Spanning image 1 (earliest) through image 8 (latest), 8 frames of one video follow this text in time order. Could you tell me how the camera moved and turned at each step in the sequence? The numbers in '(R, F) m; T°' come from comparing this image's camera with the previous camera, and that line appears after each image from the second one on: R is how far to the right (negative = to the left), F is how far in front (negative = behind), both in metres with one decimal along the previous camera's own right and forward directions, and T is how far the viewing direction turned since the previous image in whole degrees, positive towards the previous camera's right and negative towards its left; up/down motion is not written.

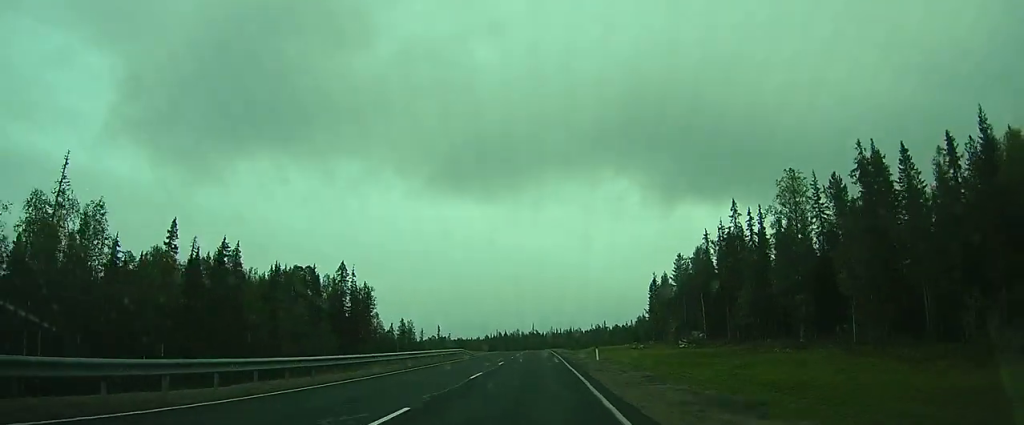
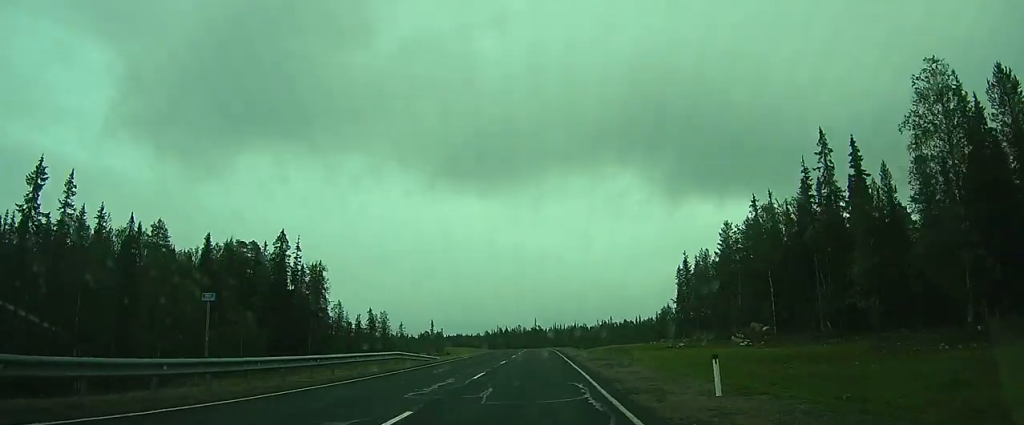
(-0.3, +25.2) m; -1°
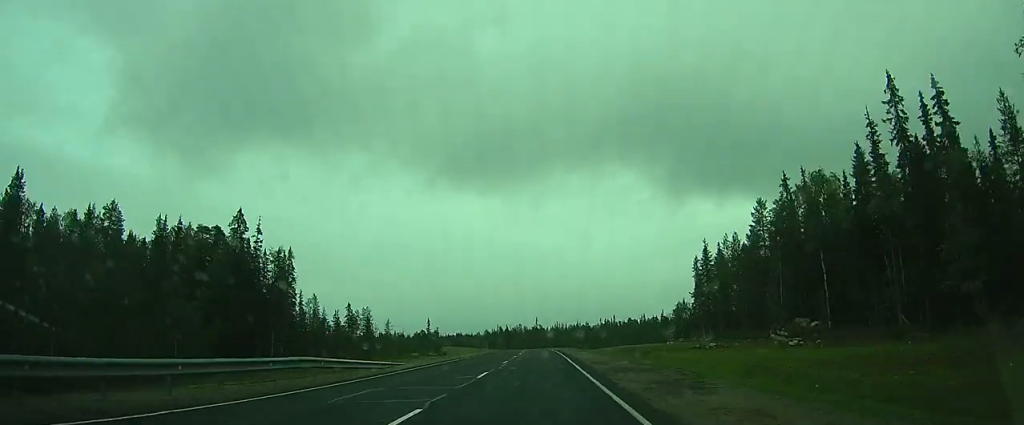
(-0.2, +11.9) m; 0°
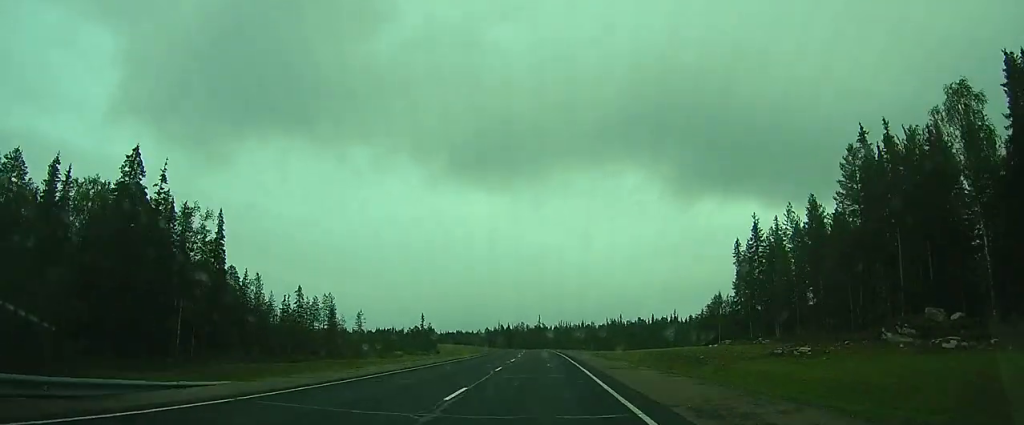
(0.0, +19.7) m; 0°
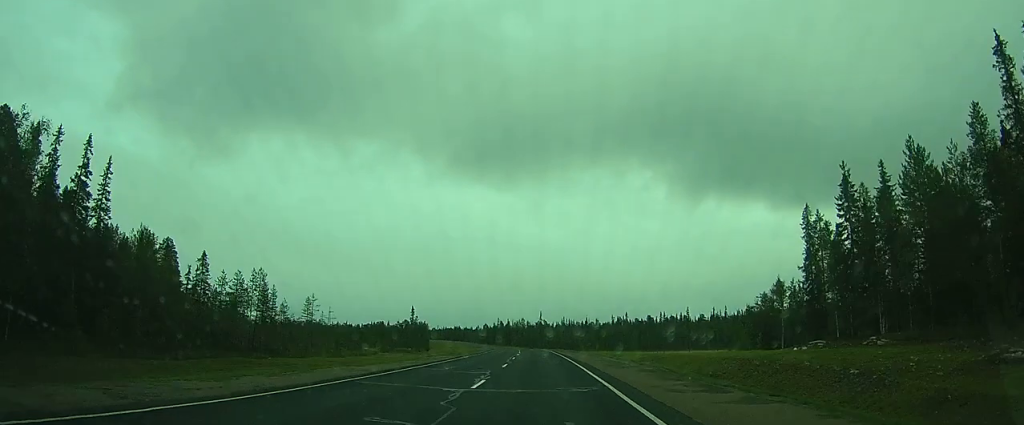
(0.0, +21.3) m; 0°
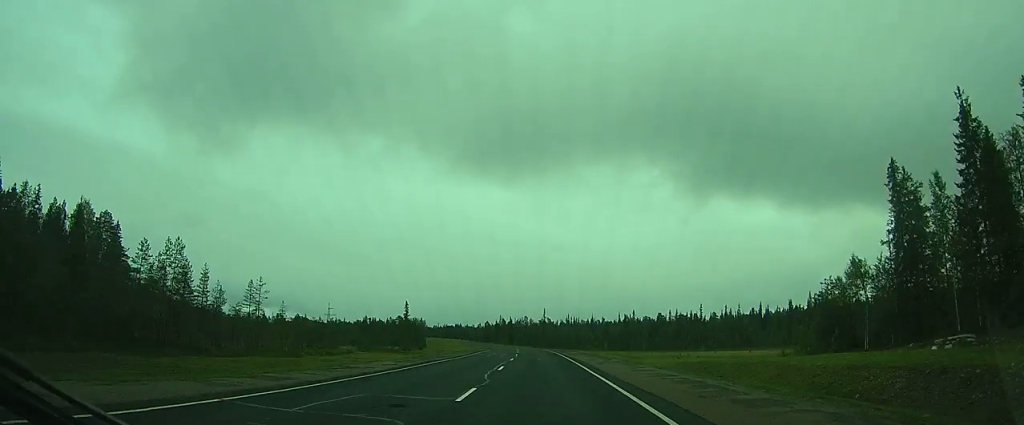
(0.0, +15.8) m; -1°
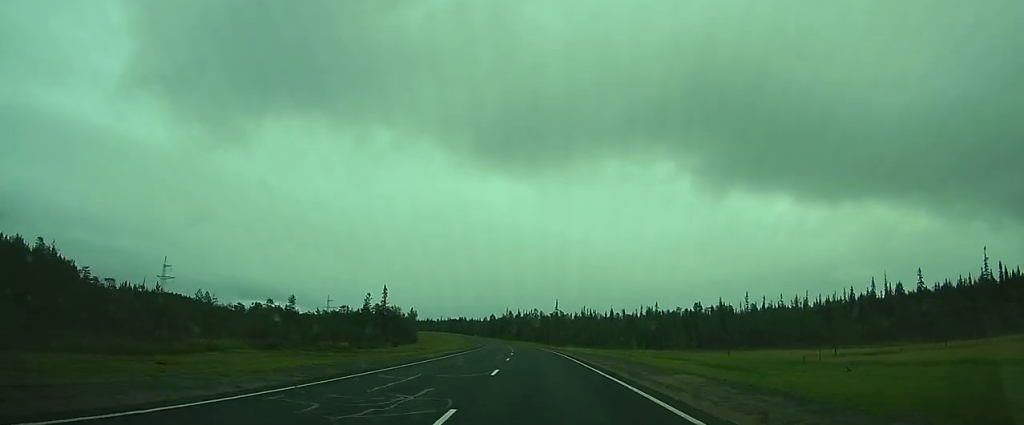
(-0.4, +42.2) m; -1°
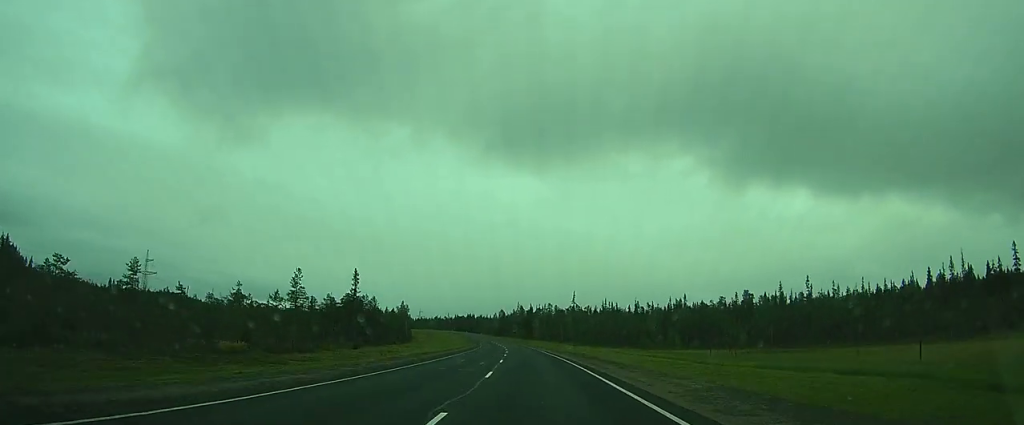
(-0.4, +37.6) m; -1°
